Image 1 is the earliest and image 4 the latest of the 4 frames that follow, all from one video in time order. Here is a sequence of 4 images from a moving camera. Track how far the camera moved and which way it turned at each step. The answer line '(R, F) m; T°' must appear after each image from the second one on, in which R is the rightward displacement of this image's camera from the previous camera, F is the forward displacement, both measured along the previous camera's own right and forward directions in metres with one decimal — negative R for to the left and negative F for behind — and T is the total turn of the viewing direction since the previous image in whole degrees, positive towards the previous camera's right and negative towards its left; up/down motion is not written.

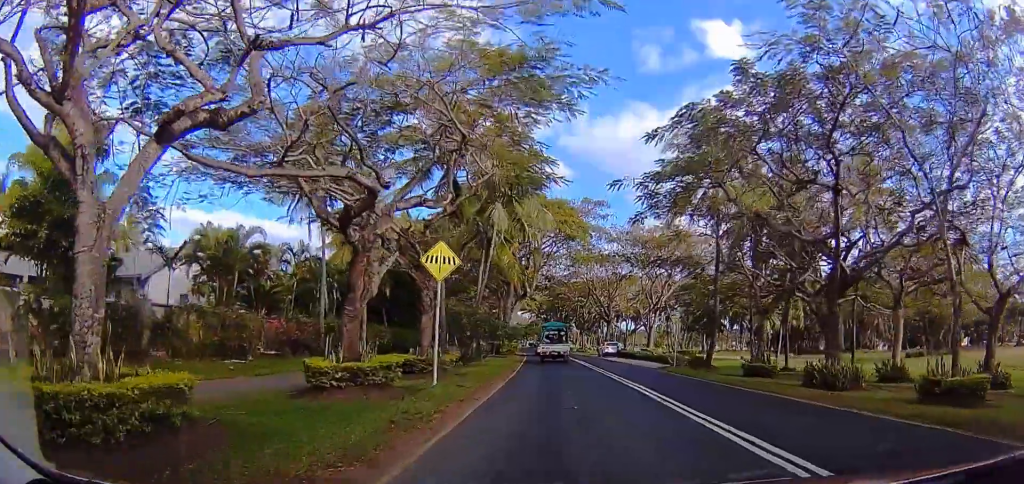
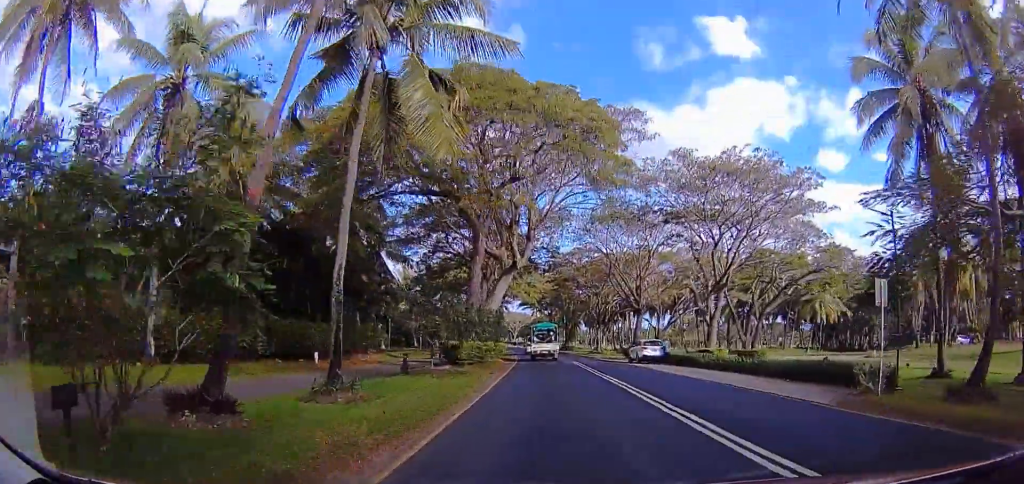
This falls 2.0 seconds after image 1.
(+0.6, +20.4) m; +2°
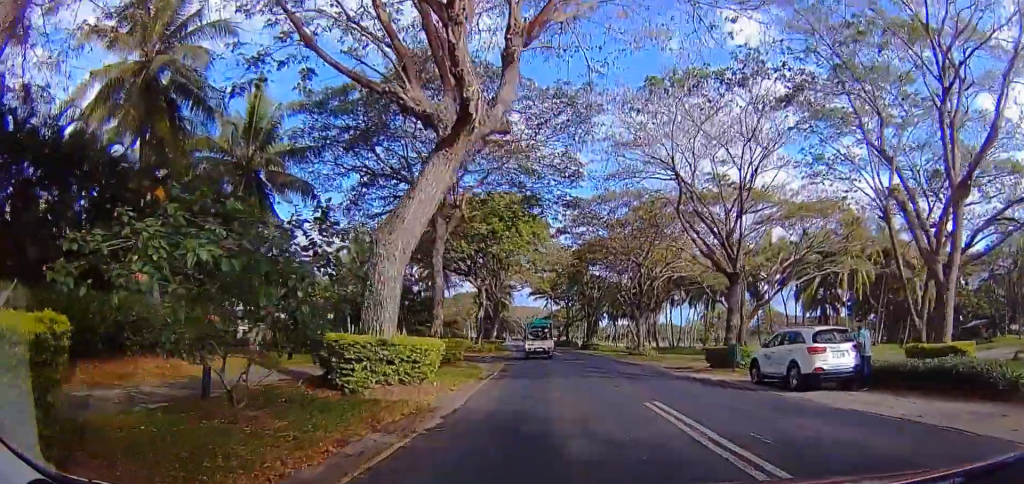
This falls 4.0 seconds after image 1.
(0.0, +23.5) m; 0°
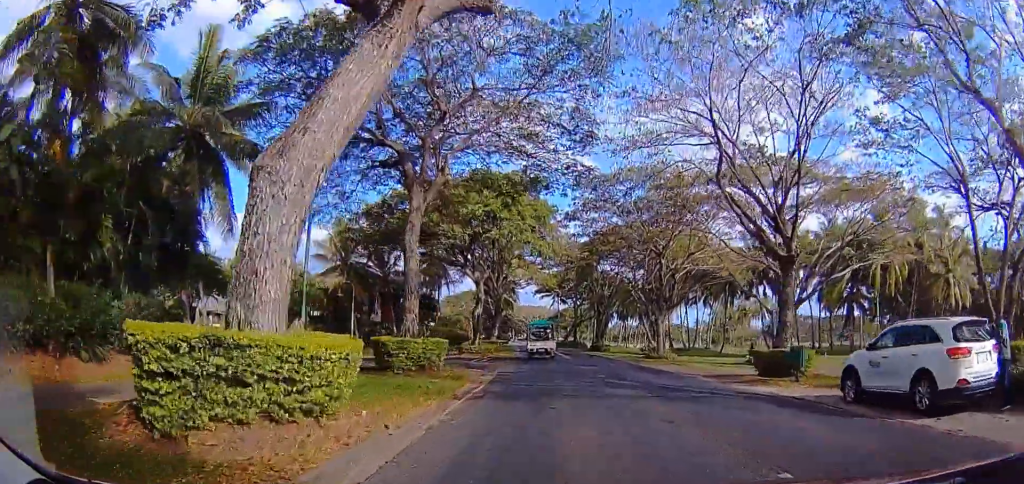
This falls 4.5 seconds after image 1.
(0.0, +6.0) m; -1°
